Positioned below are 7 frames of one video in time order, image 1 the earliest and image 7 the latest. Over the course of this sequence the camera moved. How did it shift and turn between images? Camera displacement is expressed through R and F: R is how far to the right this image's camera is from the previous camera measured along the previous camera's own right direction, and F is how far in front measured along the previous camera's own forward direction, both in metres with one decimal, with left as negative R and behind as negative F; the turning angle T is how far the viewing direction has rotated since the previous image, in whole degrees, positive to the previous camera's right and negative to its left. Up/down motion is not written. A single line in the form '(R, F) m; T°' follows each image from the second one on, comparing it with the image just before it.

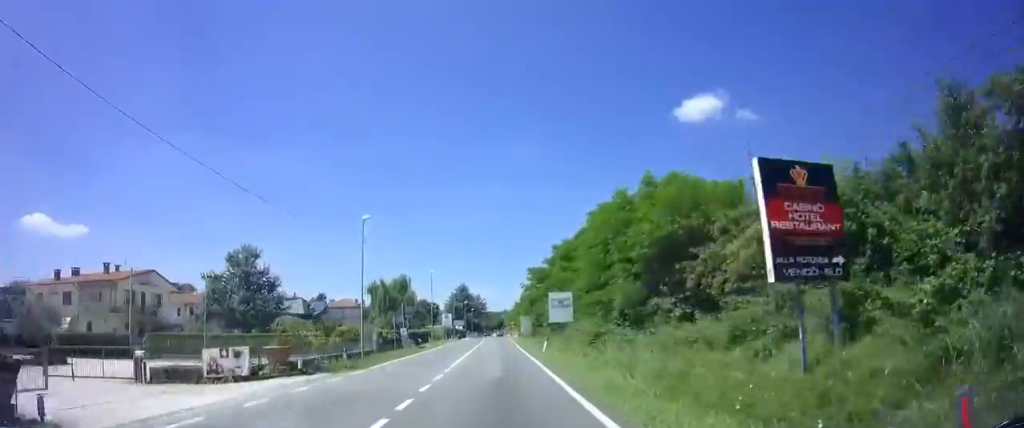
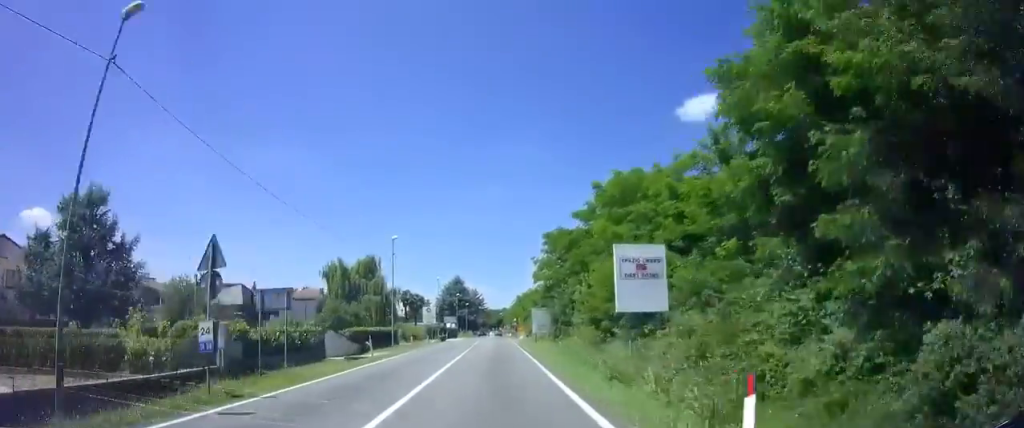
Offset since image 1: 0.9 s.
(+0.1, +21.0) m; 0°
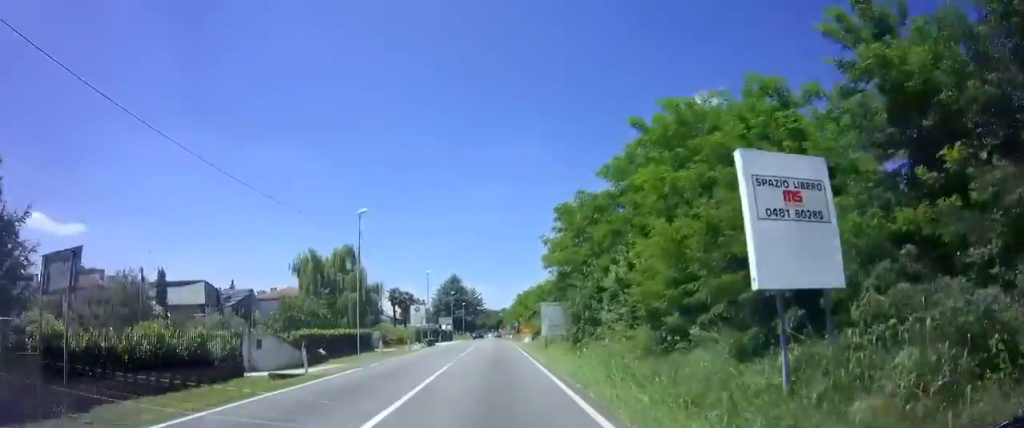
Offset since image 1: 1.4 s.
(+0.1, +9.6) m; 0°
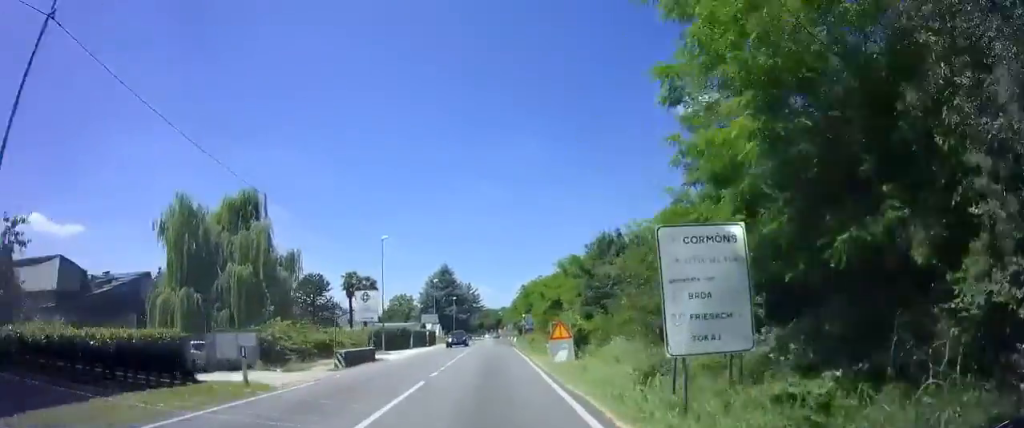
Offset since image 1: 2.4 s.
(-0.2, +22.2) m; -1°
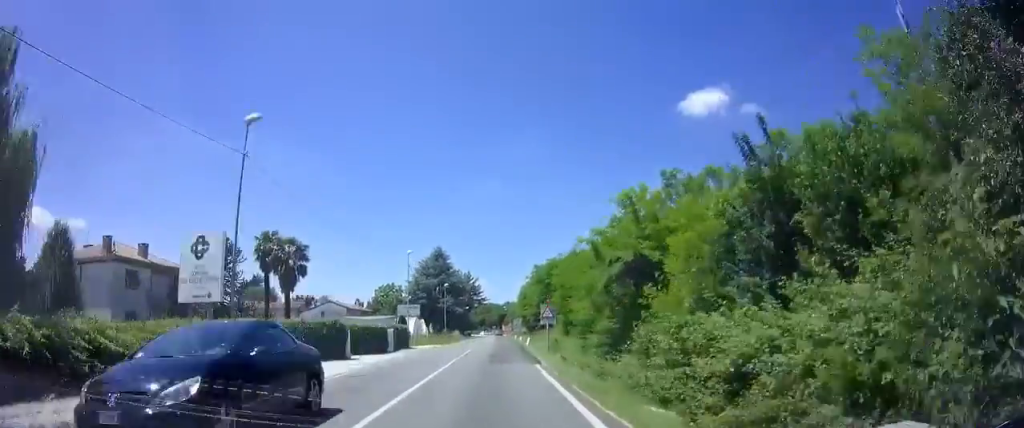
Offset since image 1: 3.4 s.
(-0.1, +21.1) m; -1°
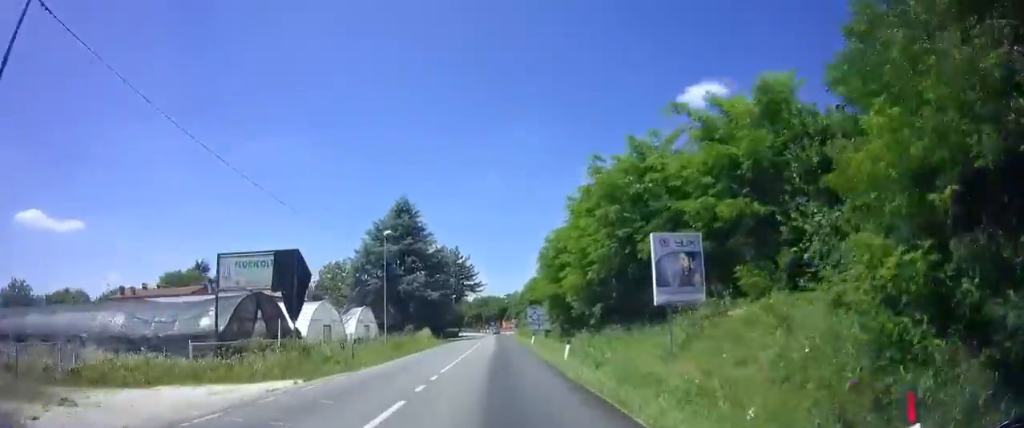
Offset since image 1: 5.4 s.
(+0.3, +37.3) m; +2°
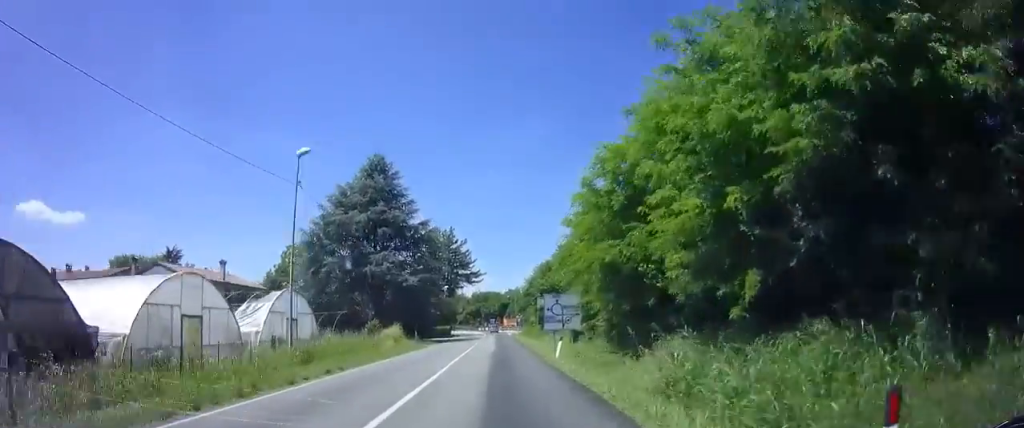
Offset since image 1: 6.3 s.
(0.0, +14.6) m; 0°
